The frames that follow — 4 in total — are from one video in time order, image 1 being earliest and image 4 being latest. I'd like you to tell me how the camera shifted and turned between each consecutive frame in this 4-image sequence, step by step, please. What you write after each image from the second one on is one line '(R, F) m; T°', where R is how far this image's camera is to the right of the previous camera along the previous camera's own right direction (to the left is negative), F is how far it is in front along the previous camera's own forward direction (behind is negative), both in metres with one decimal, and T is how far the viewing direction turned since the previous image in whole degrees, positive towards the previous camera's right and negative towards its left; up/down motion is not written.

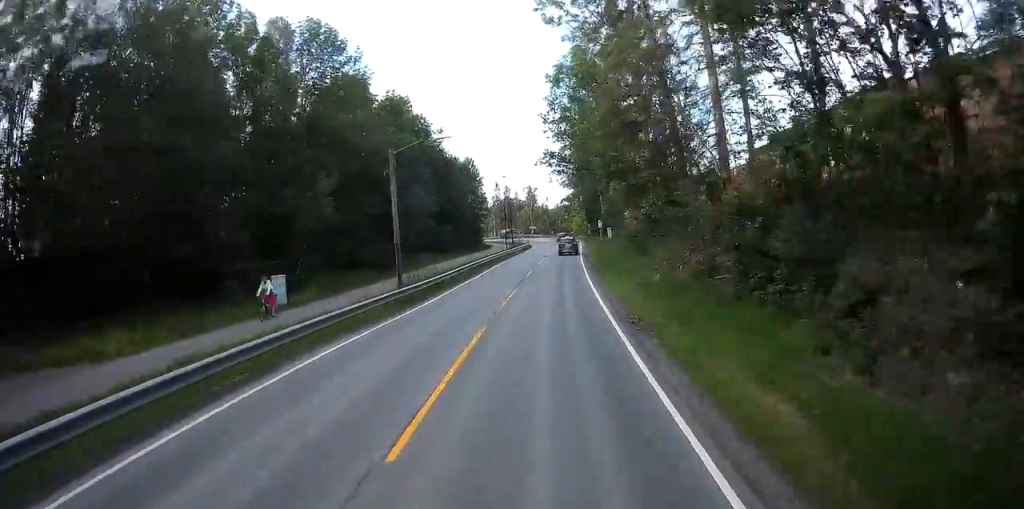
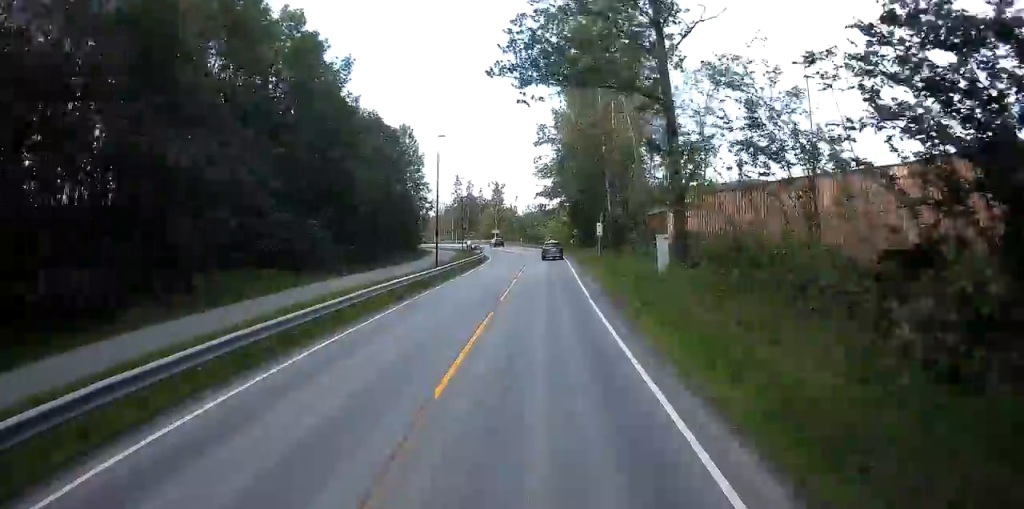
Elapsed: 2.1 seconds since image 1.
(+1.0, +35.2) m; +3°
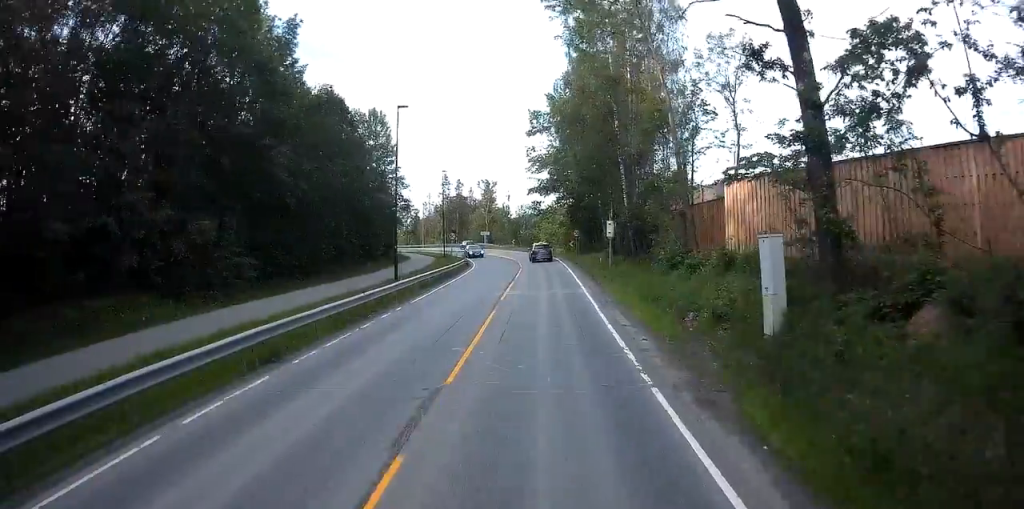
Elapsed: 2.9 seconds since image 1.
(+0.1, +11.9) m; 0°
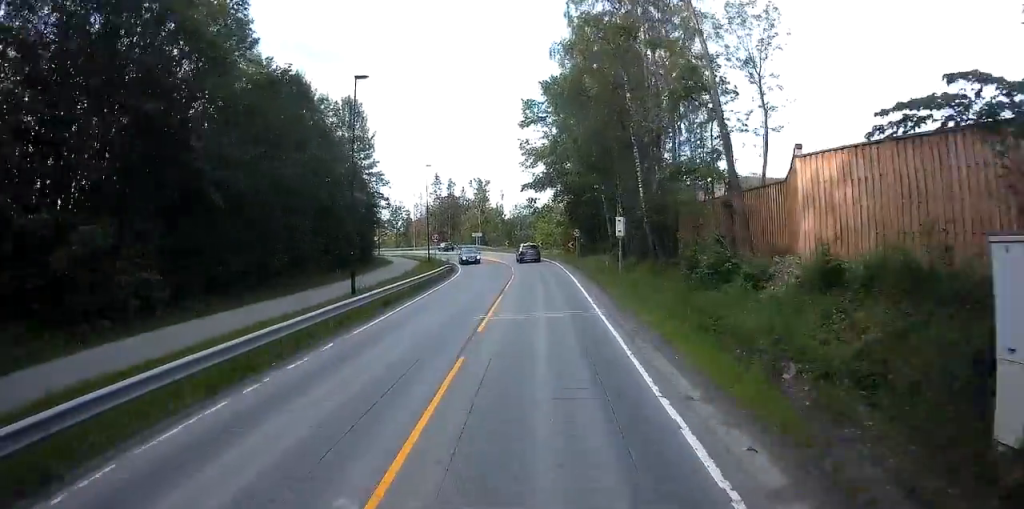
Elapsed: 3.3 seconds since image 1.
(0.0, +7.2) m; 0°
